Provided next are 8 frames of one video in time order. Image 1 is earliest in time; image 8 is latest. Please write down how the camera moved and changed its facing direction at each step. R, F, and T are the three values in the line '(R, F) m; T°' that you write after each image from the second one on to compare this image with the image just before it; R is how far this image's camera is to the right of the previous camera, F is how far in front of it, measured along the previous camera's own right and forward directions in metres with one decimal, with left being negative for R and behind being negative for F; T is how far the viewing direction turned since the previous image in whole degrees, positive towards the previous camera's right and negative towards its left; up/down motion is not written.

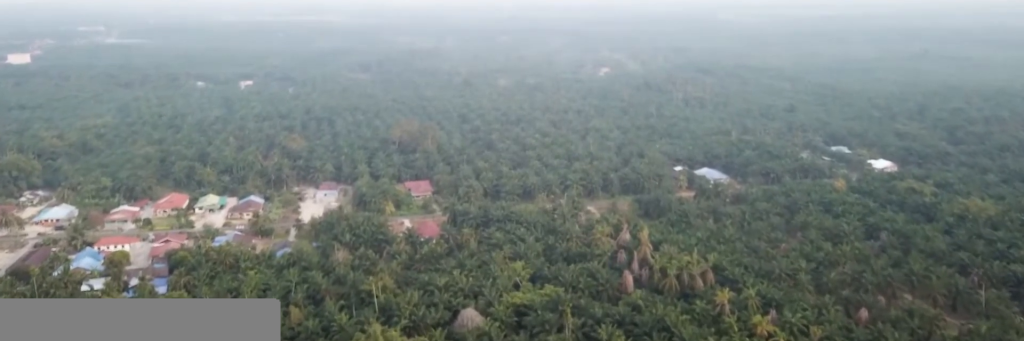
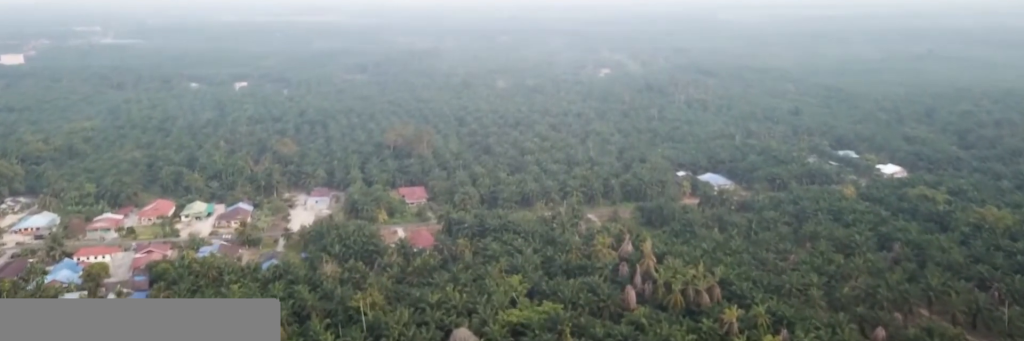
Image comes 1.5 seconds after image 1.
(0.0, +13.9) m; 0°
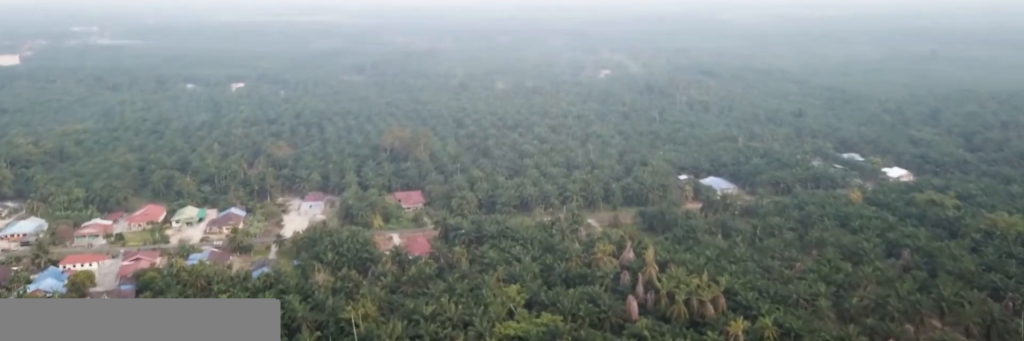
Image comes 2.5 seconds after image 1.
(0.0, +8.4) m; 0°
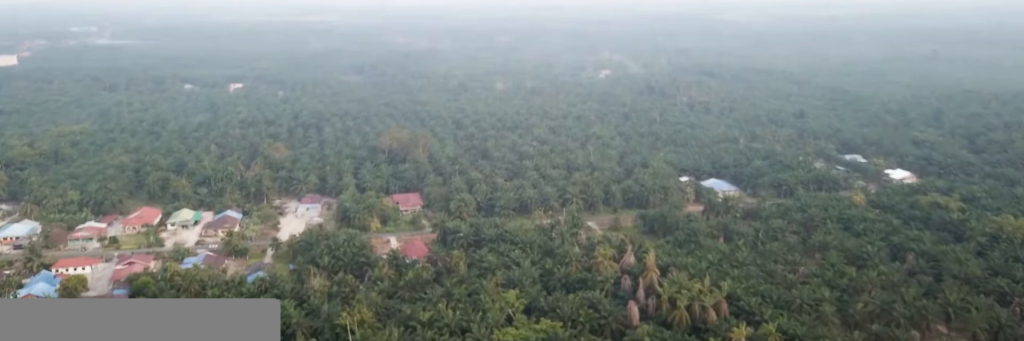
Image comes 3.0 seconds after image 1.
(0.0, +4.5) m; 0°
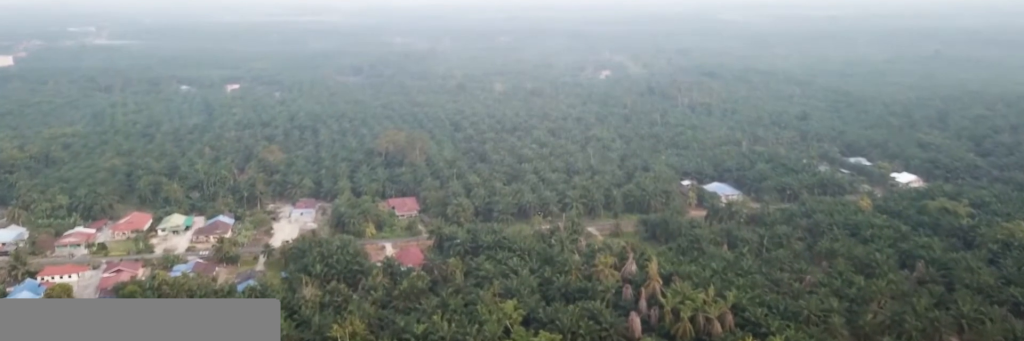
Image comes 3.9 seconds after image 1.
(0.0, +8.1) m; 0°
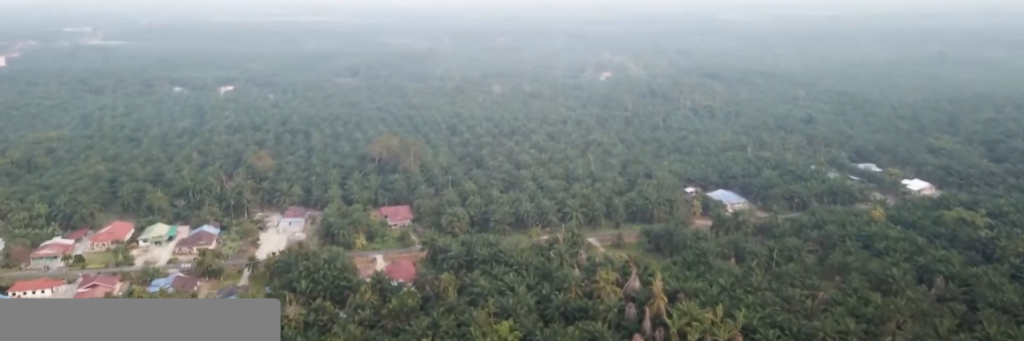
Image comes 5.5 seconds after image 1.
(0.0, +15.1) m; 0°
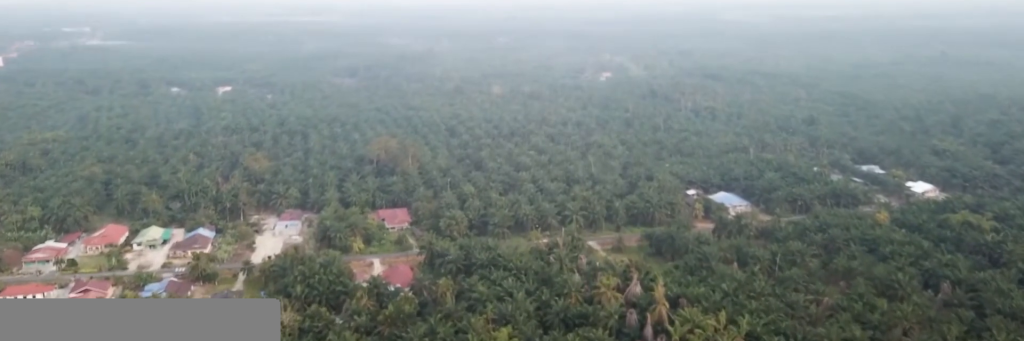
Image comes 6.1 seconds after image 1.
(0.0, +4.8) m; 0°
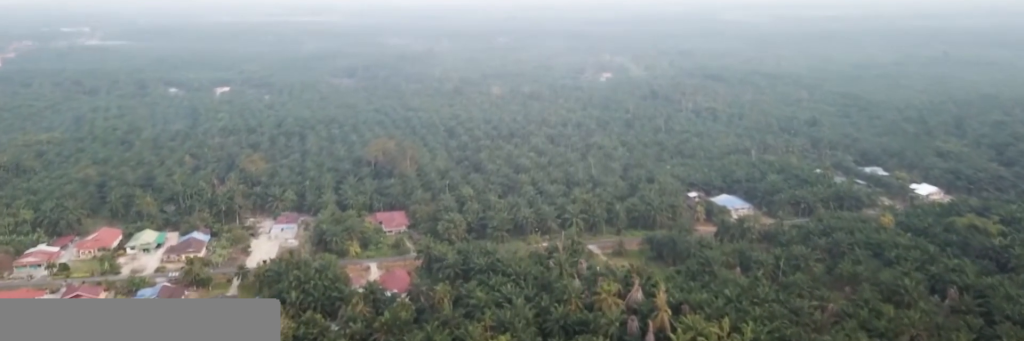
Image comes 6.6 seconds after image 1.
(0.0, +5.1) m; 0°
